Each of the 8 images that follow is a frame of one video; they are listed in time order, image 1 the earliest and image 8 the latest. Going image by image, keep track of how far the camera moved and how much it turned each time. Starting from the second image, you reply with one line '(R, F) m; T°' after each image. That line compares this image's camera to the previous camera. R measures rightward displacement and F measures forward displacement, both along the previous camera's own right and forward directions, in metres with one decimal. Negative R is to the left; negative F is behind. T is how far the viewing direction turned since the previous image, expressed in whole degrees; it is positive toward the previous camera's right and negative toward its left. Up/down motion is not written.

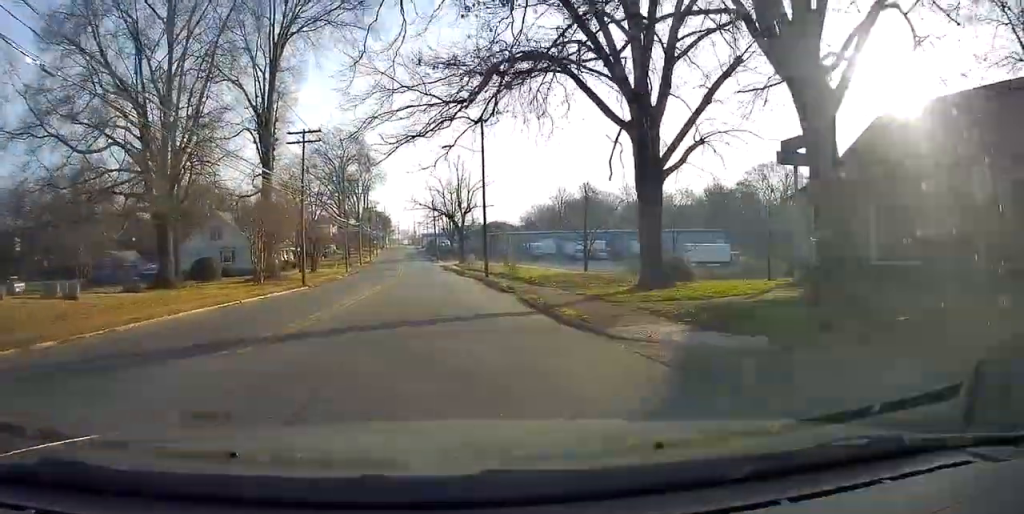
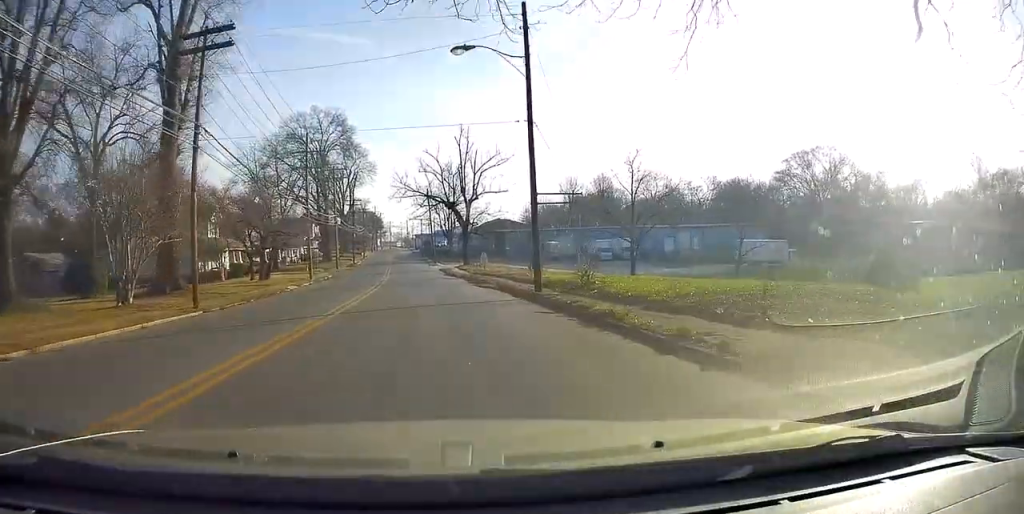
(-0.3, +18.4) m; +2°
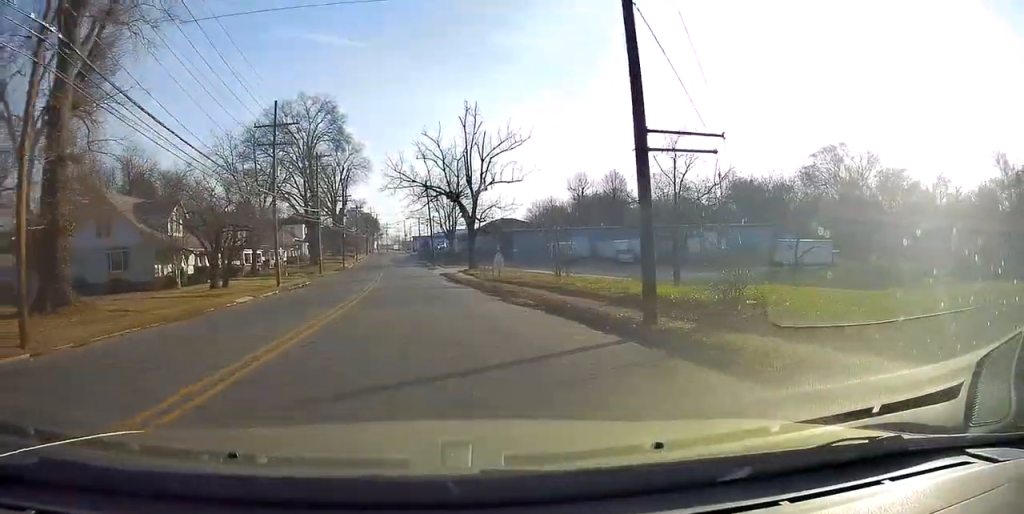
(+0.6, +10.1) m; +1°
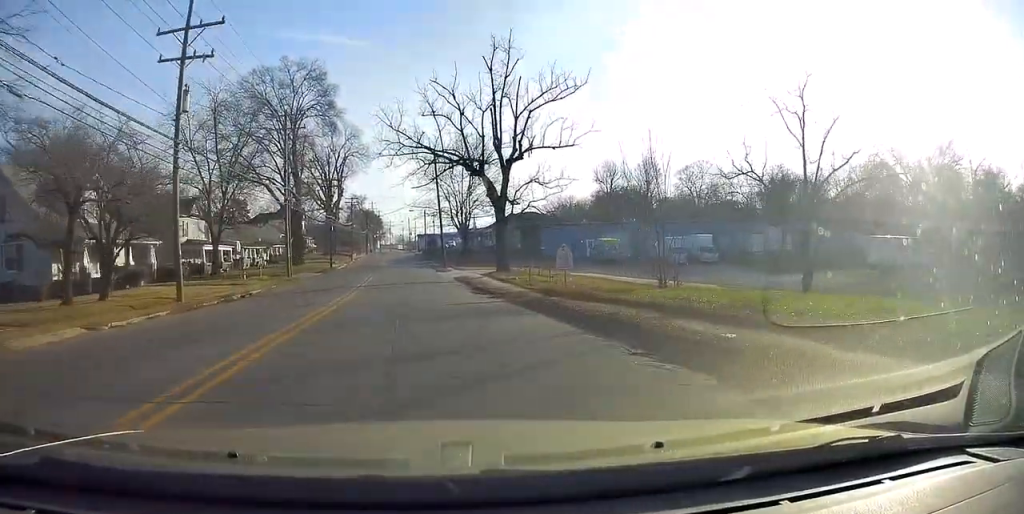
(-0.2, +16.3) m; -2°
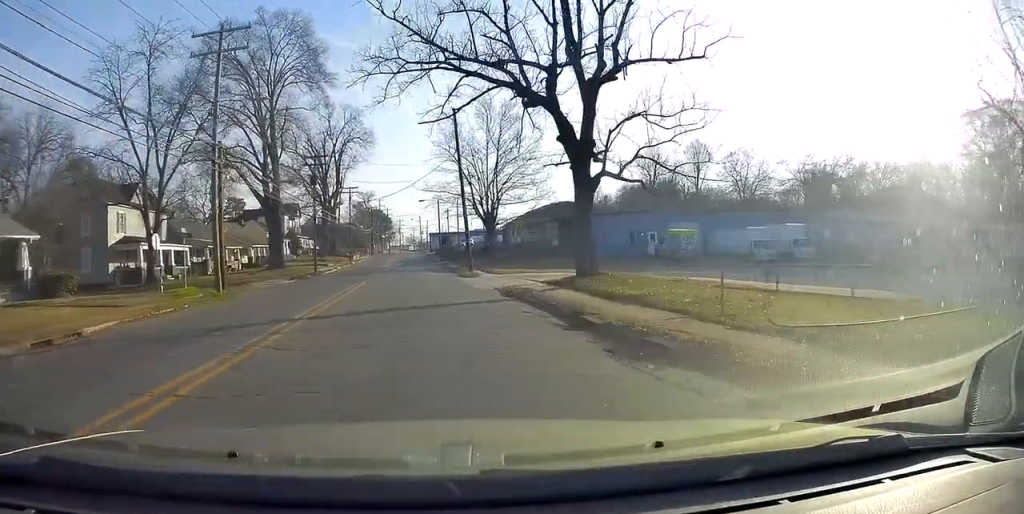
(-0.5, +17.0) m; -1°
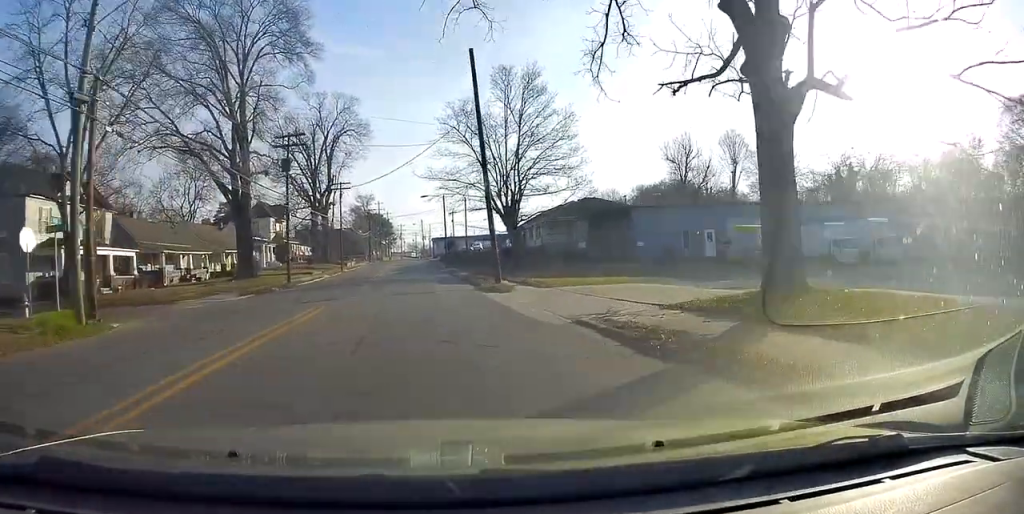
(0.0, +11.6) m; 0°
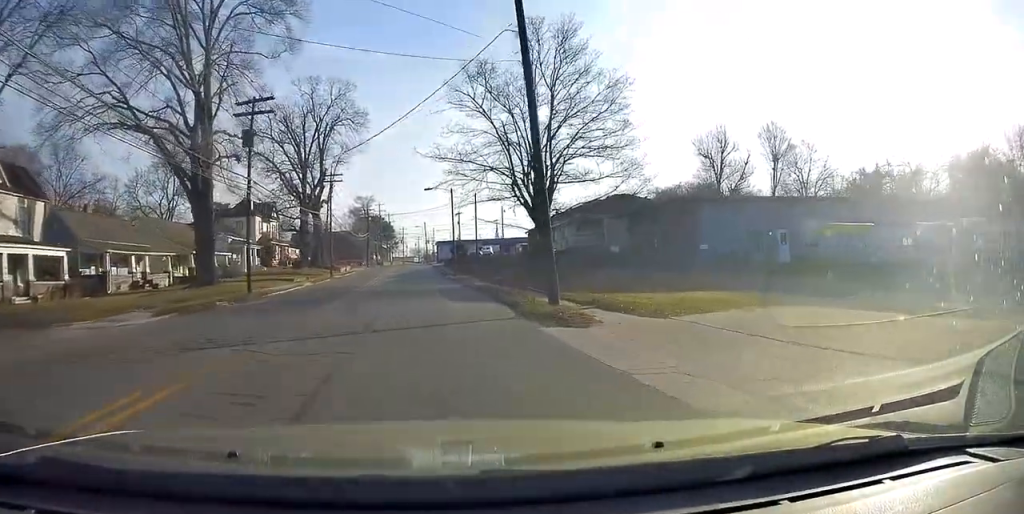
(+0.2, +10.1) m; +1°
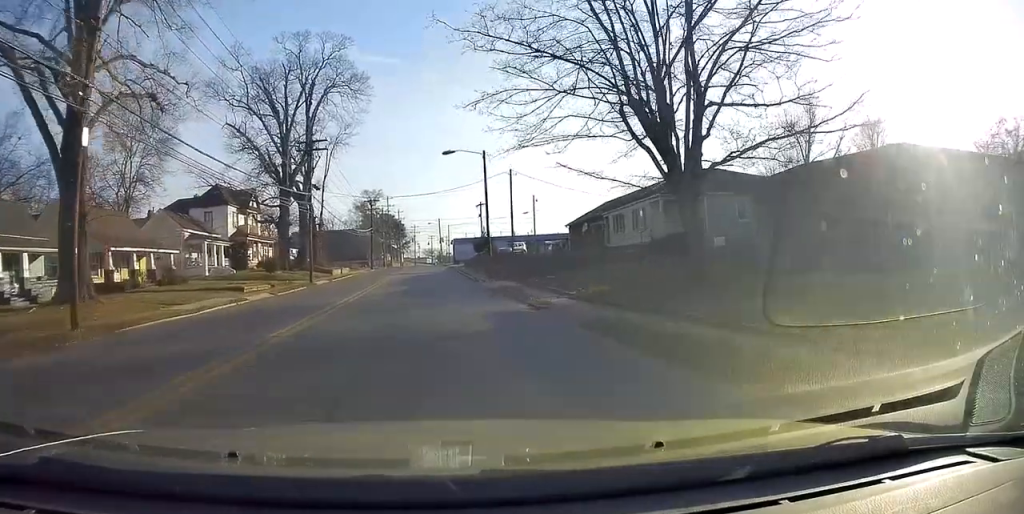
(+0.1, +17.5) m; -2°
